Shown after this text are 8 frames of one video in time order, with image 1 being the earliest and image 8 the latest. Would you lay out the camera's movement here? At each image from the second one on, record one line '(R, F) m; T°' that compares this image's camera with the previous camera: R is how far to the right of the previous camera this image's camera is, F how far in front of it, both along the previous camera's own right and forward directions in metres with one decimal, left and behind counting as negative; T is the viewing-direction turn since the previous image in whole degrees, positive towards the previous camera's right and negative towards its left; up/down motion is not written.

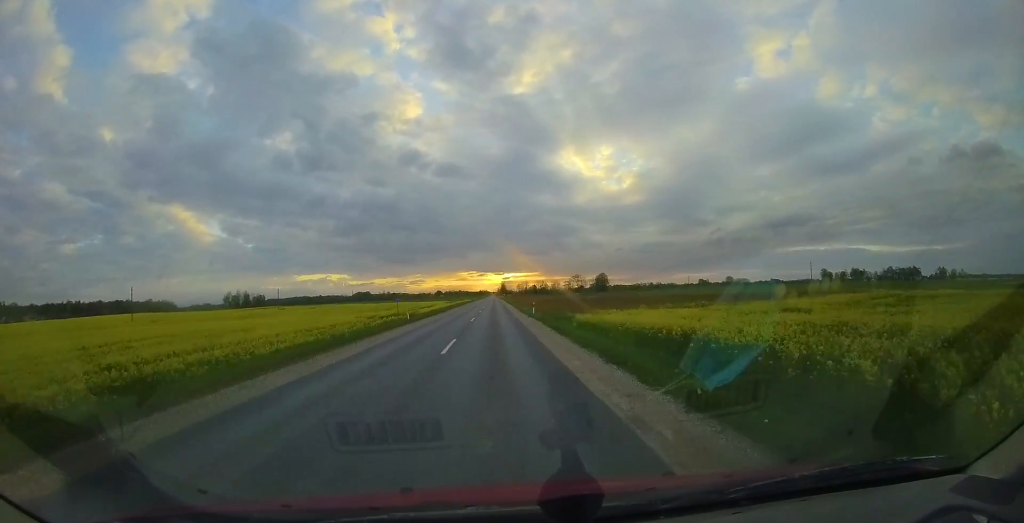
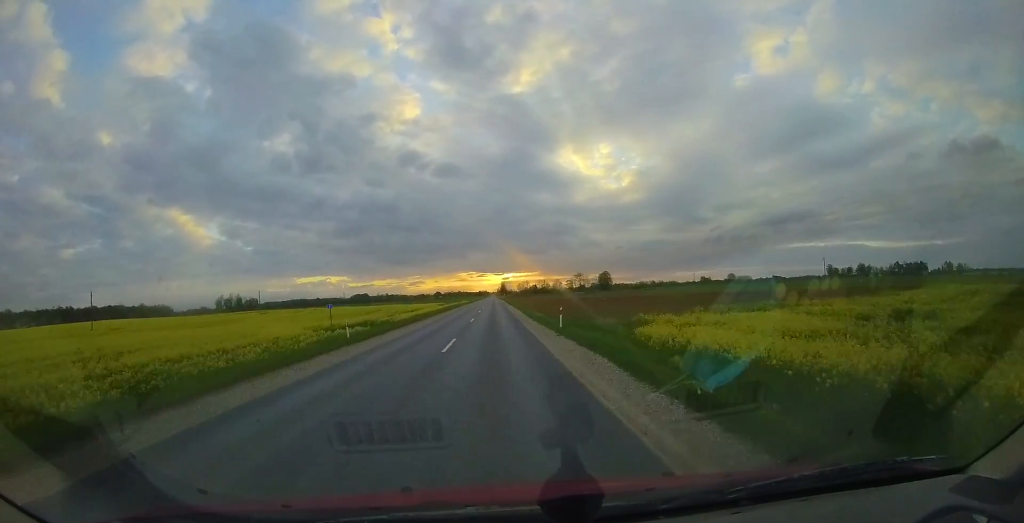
(-0.1, +11.7) m; 0°
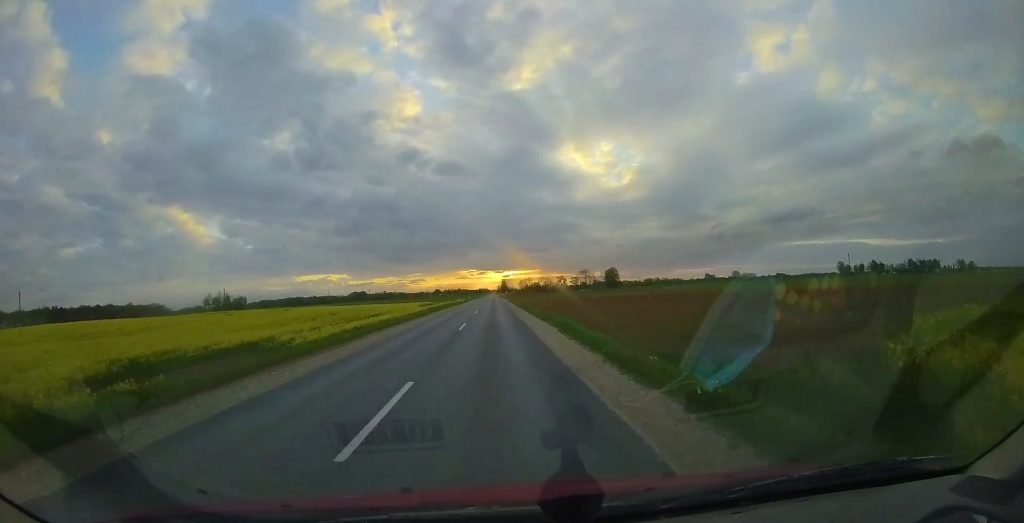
(-0.2, +19.2) m; 0°
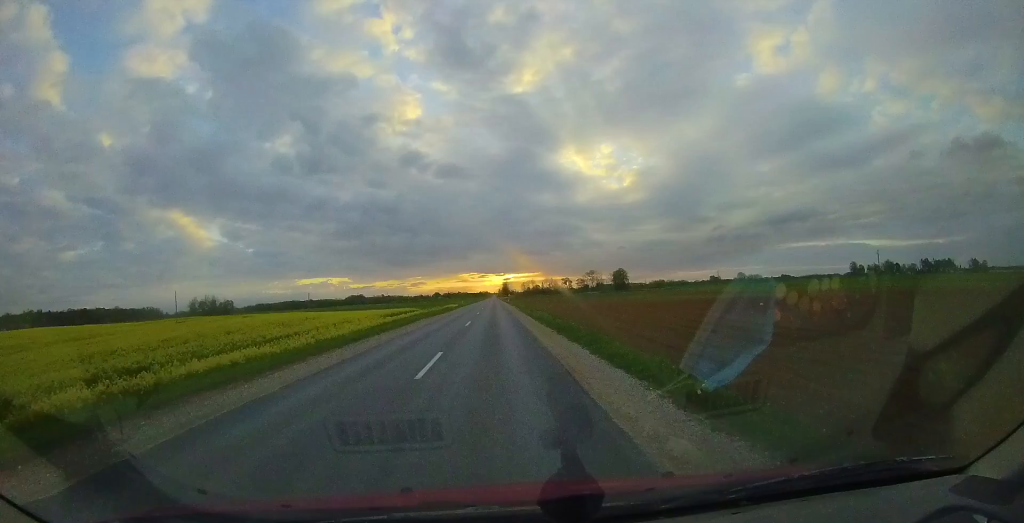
(+0.5, +20.1) m; +1°
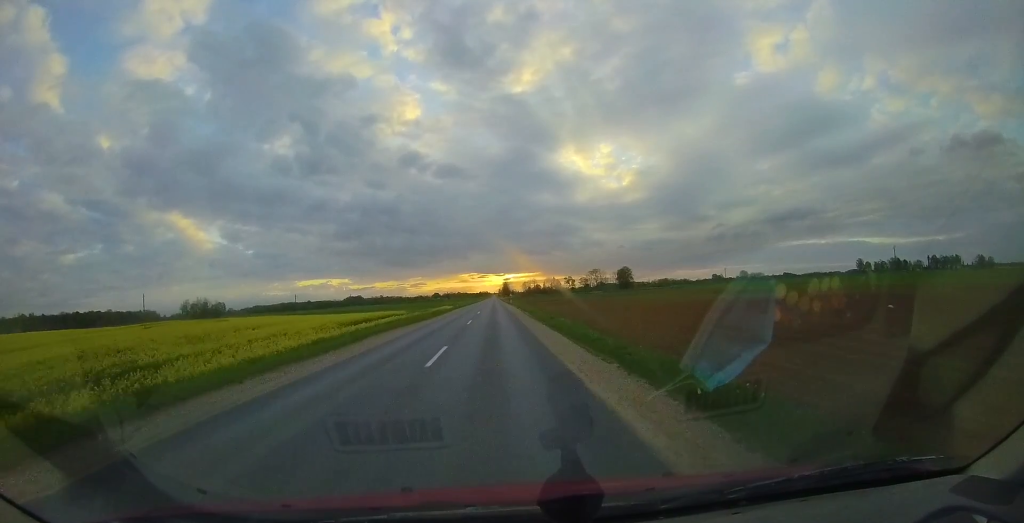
(-0.1, +11.4) m; 0°
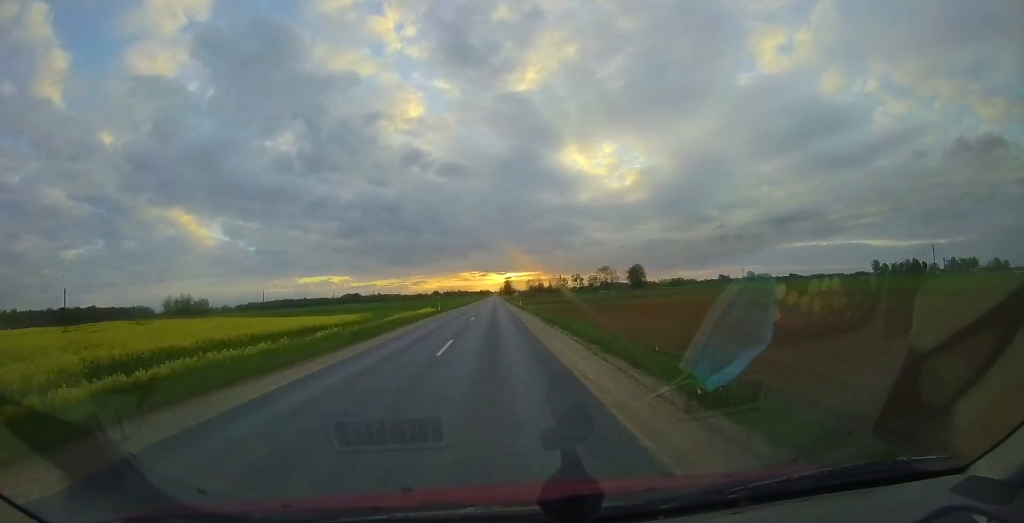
(0.0, +22.4) m; 0°
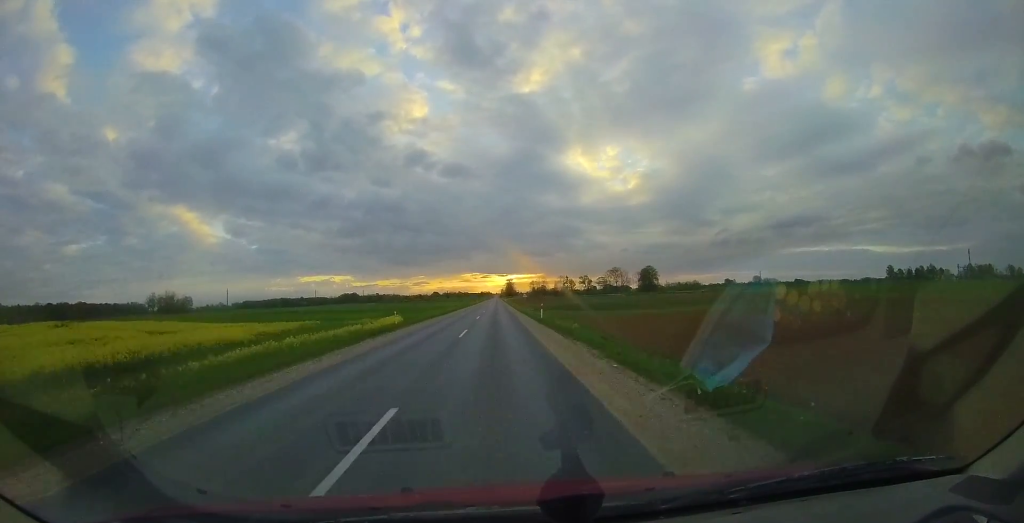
(0.0, +20.1) m; 0°
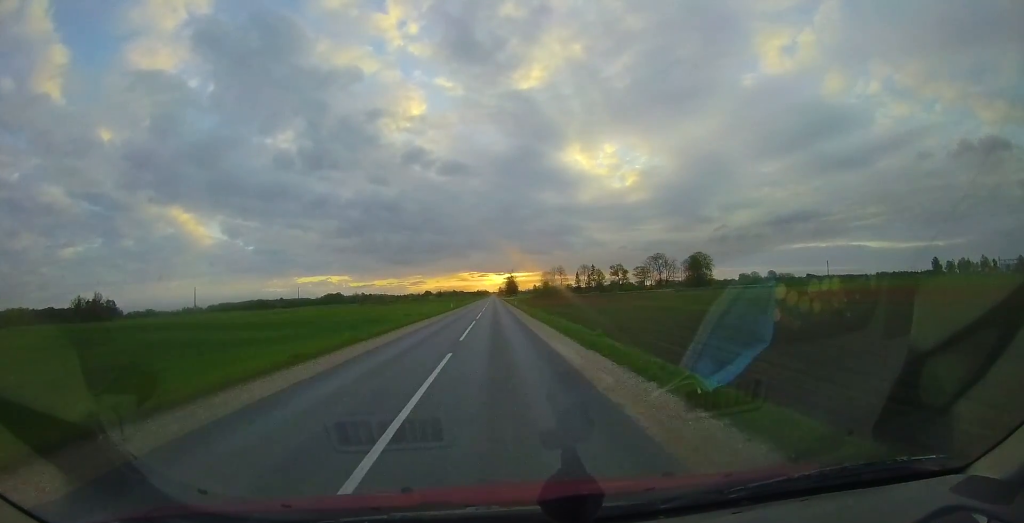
(-0.8, +69.2) m; -1°
